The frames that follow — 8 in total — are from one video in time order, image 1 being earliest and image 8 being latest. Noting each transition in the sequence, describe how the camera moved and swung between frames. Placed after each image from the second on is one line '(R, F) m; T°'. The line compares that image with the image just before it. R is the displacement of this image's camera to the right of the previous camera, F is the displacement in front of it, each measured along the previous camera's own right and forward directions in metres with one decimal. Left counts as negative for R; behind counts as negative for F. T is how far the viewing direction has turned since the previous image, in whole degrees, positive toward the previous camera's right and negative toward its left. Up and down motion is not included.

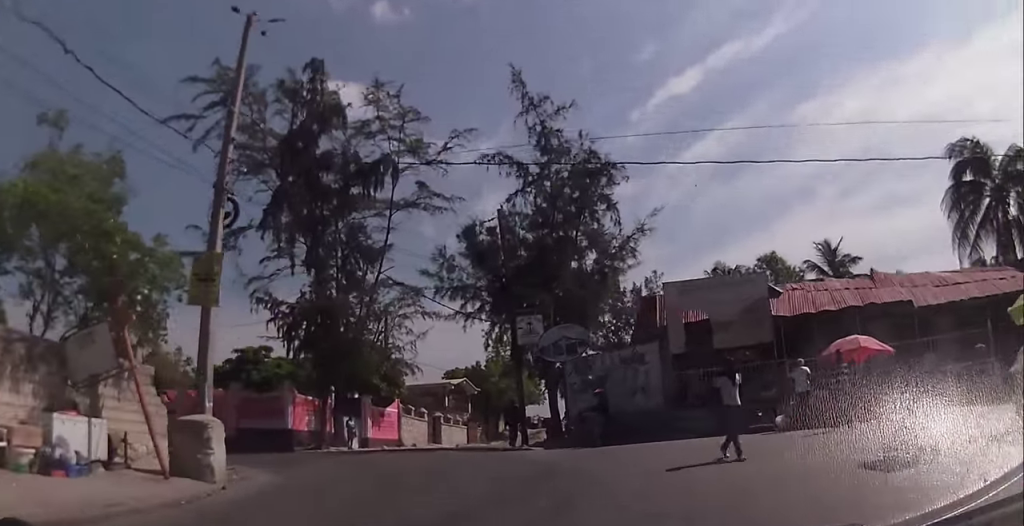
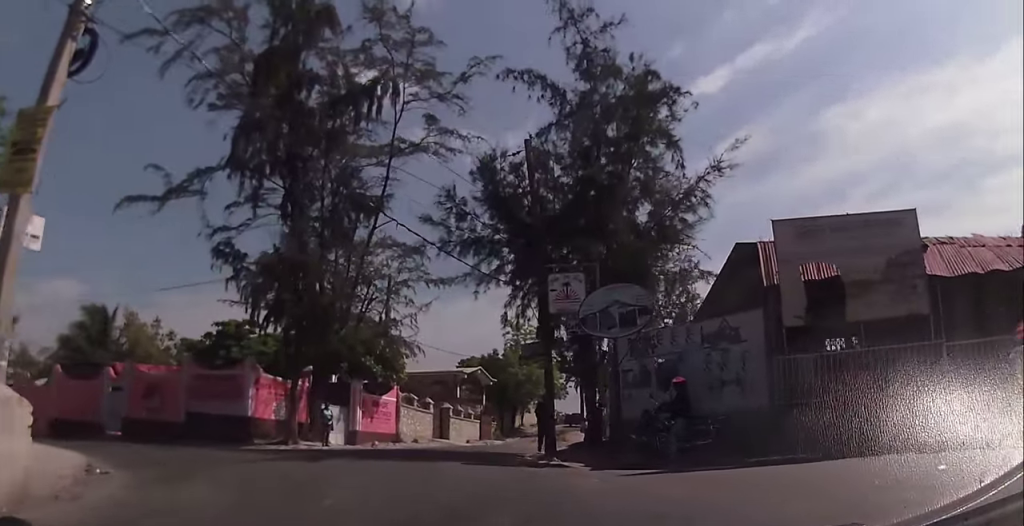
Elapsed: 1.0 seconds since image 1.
(-0.3, +6.8) m; -2°
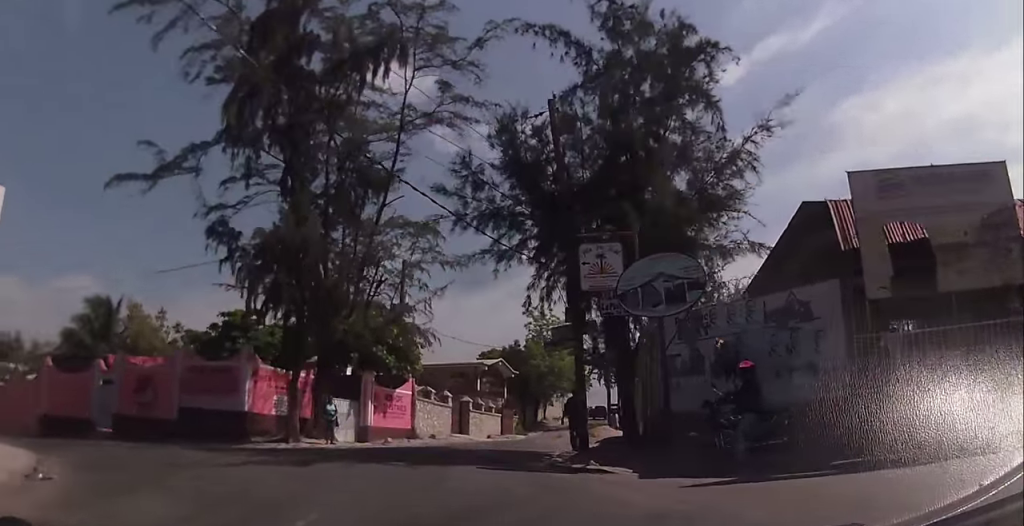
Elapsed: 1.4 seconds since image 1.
(-0.1, +2.5) m; -1°
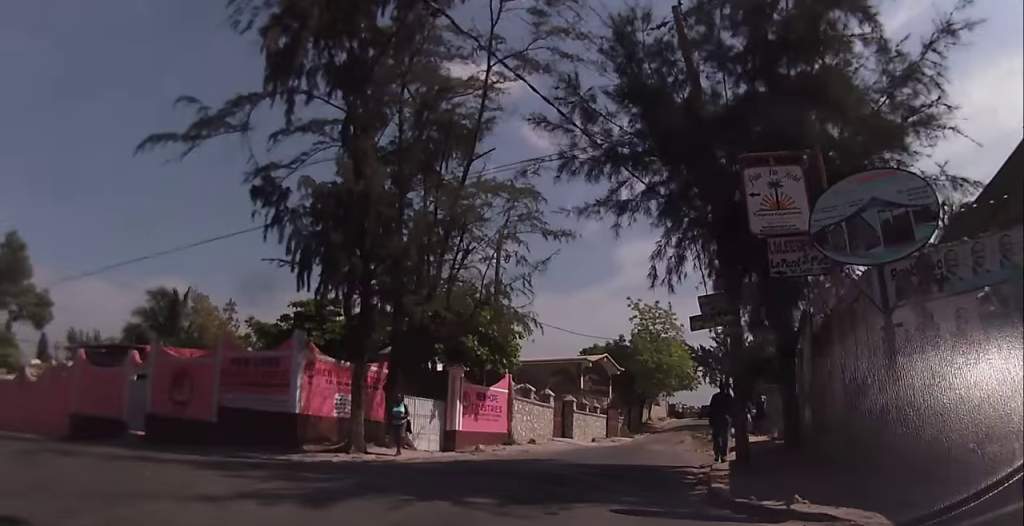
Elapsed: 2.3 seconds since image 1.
(+0.3, +4.7) m; -2°
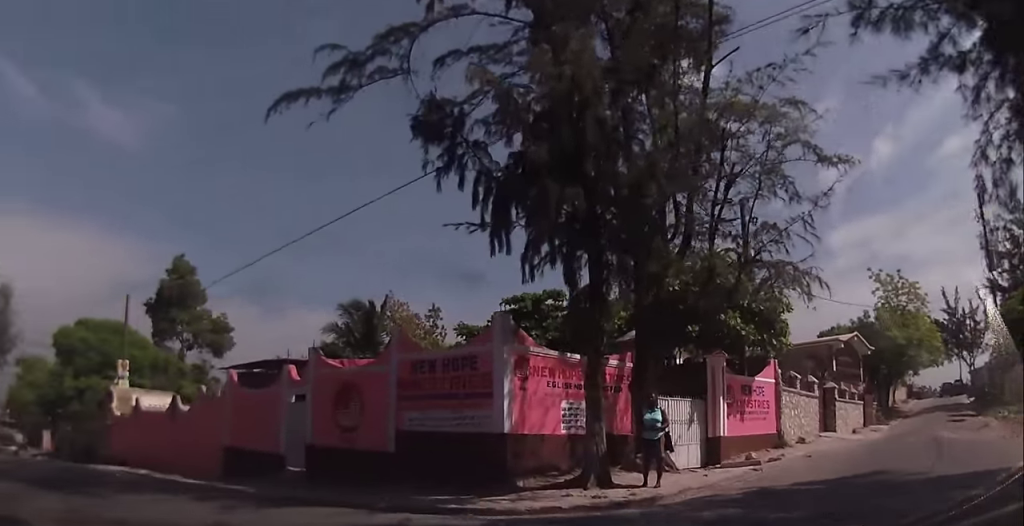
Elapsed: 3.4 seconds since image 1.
(-0.8, +5.5) m; -25°
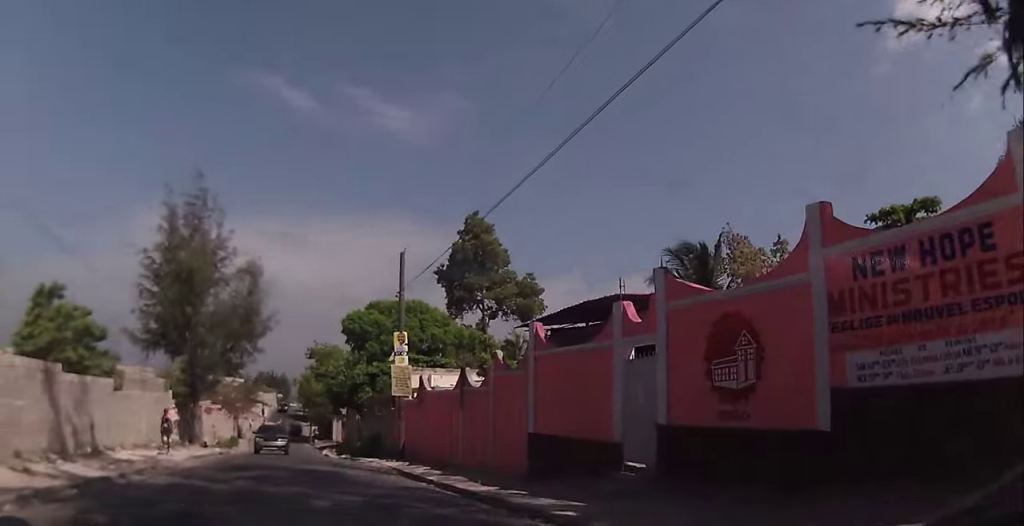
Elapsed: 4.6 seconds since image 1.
(-2.1, +6.0) m; -26°
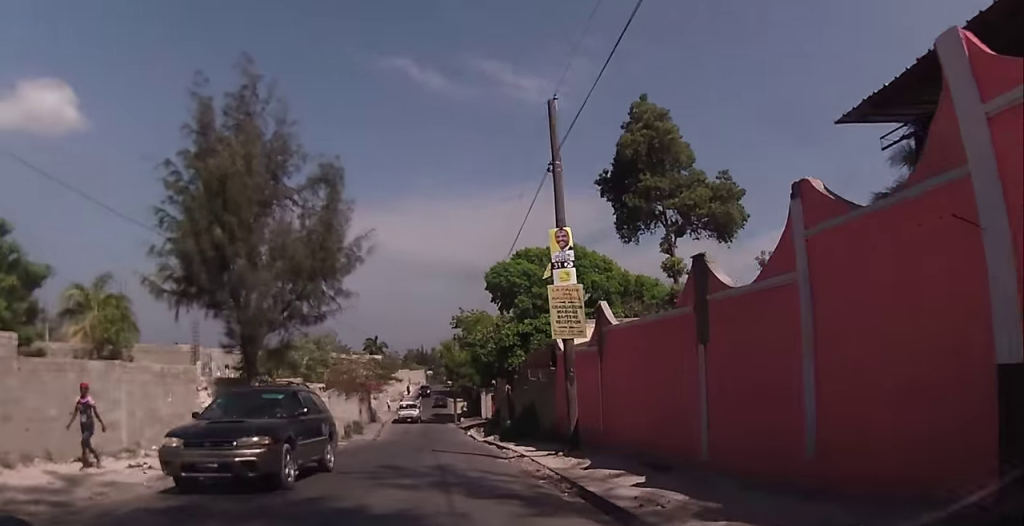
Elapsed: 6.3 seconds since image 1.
(-1.3, +10.1) m; -16°
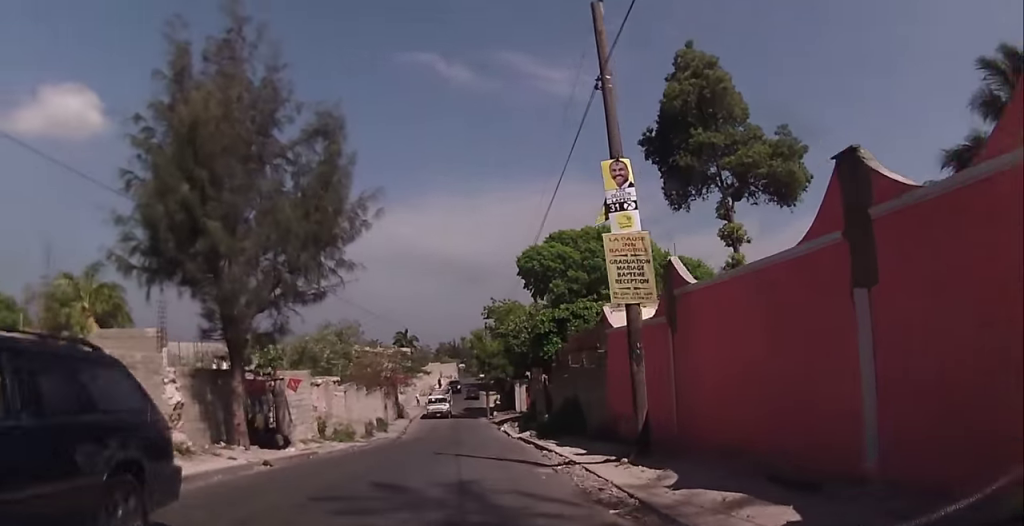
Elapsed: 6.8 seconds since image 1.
(-0.4, +3.7) m; -2°
